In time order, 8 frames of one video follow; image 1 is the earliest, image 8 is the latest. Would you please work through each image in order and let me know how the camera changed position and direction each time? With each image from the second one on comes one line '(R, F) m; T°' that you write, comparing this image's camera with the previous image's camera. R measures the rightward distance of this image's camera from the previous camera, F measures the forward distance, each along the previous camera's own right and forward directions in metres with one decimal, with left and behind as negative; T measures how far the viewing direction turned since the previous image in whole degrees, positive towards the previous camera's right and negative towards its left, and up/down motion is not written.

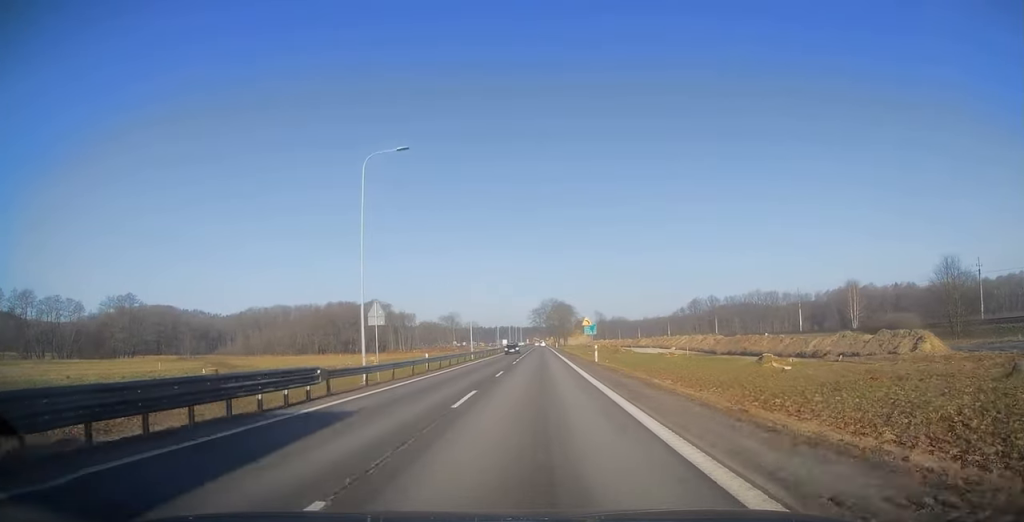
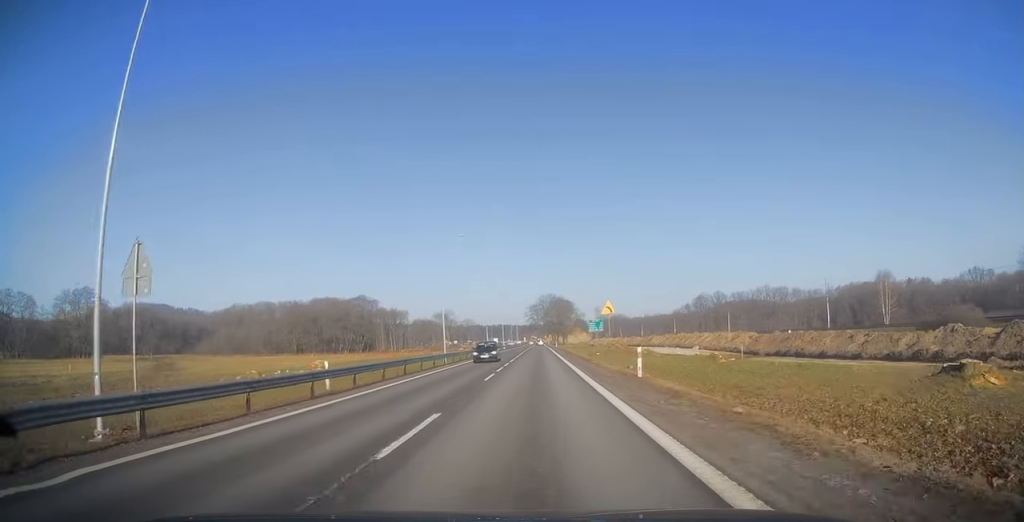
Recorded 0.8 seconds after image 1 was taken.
(0.0, +16.8) m; 0°
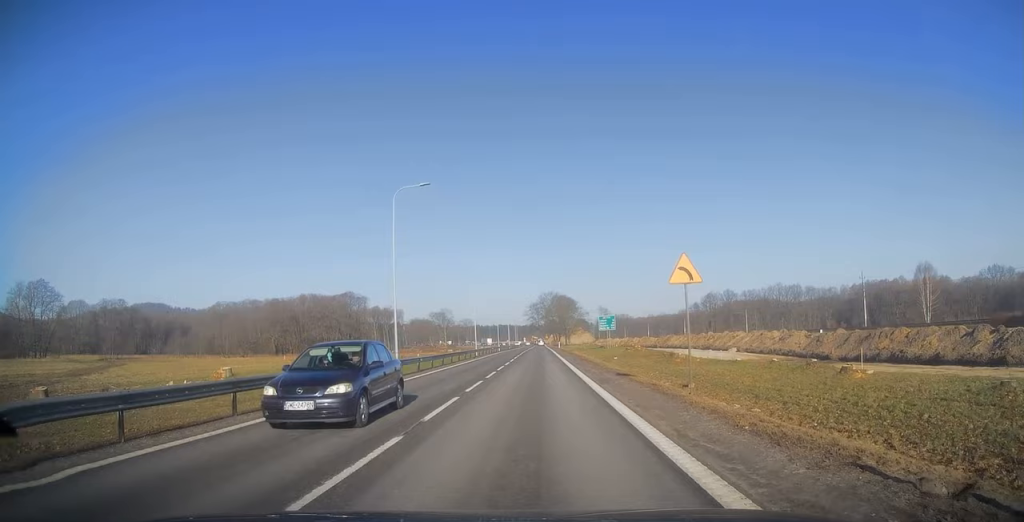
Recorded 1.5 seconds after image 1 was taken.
(0.0, +16.4) m; 0°
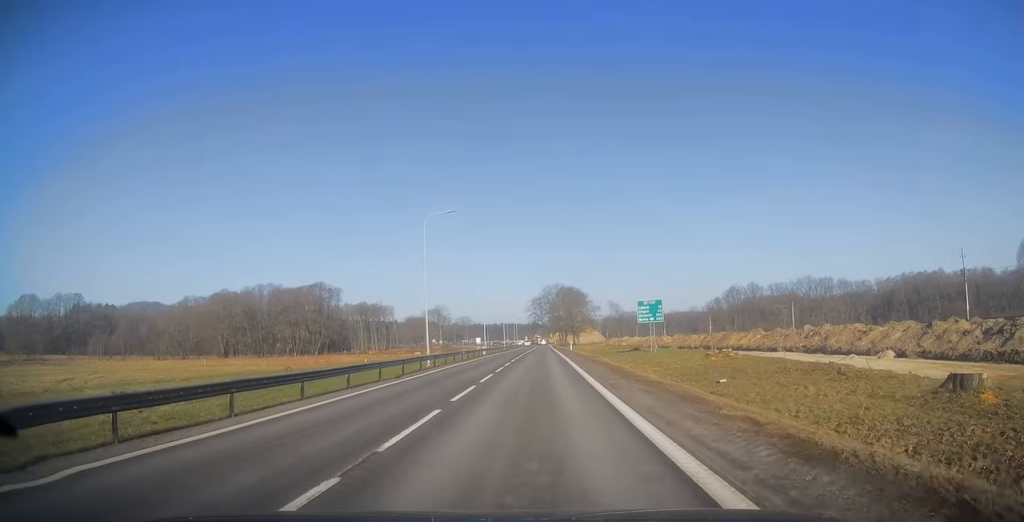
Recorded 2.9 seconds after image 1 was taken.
(-0.1, +32.0) m; 0°
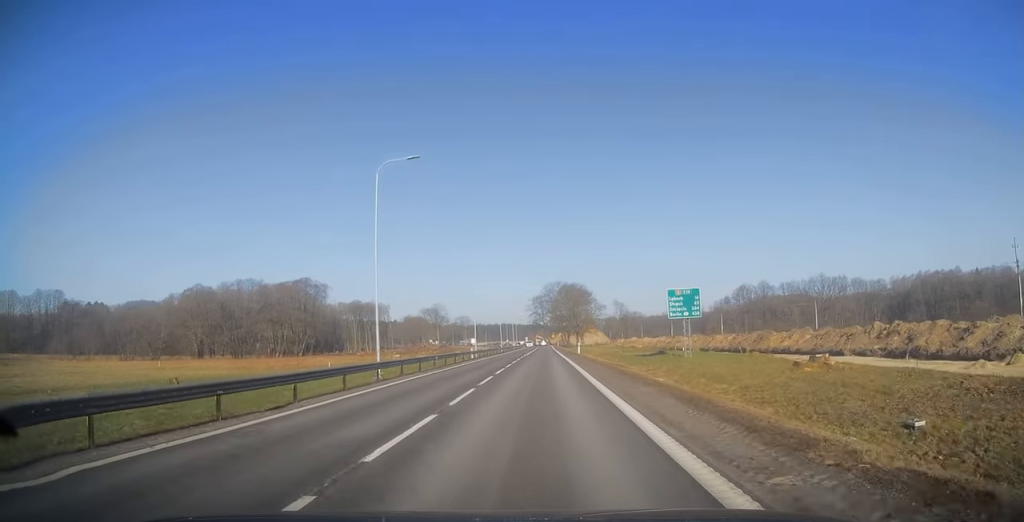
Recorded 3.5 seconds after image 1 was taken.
(0.0, +12.6) m; 0°
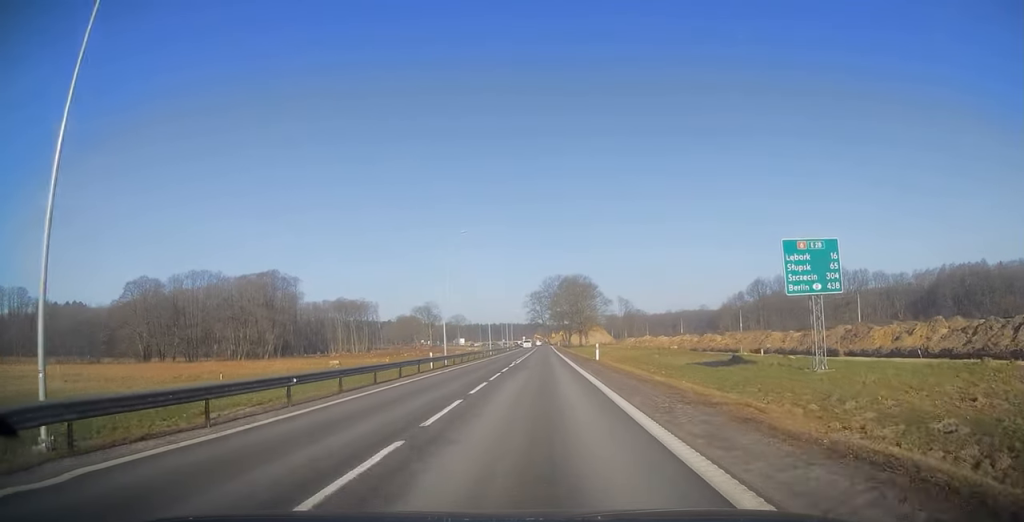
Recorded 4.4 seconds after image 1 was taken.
(-0.1, +20.7) m; 0°
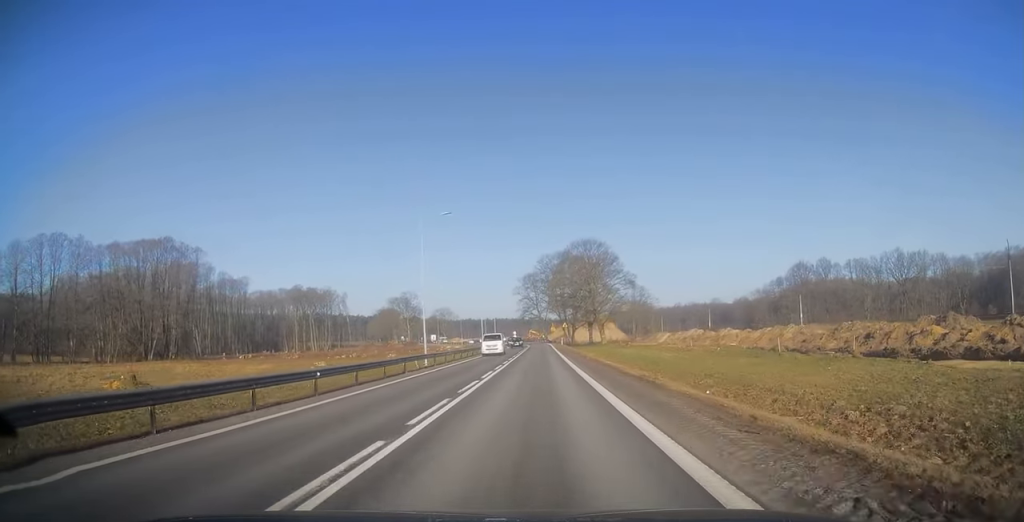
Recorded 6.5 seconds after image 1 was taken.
(+0.5, +46.2) m; +1°
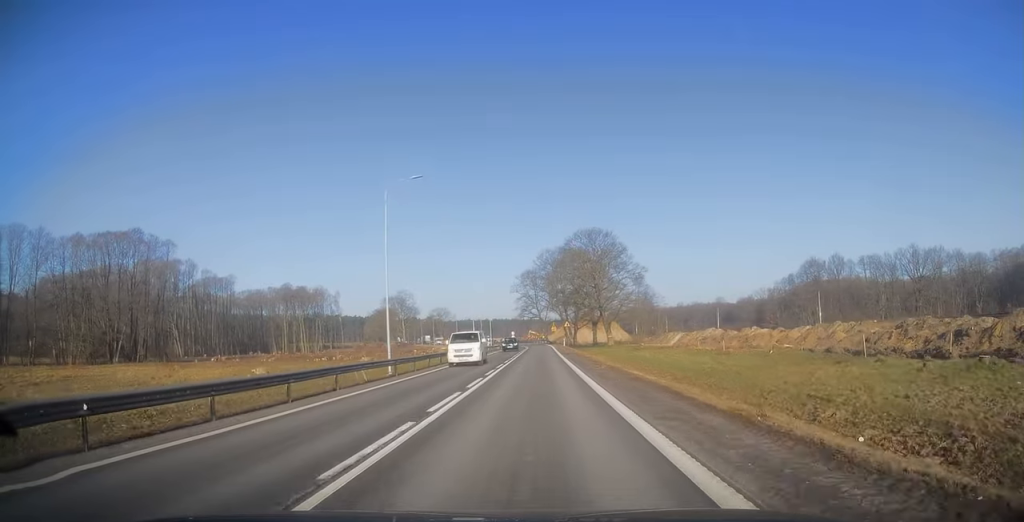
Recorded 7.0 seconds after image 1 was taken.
(0.0, +9.8) m; 0°
